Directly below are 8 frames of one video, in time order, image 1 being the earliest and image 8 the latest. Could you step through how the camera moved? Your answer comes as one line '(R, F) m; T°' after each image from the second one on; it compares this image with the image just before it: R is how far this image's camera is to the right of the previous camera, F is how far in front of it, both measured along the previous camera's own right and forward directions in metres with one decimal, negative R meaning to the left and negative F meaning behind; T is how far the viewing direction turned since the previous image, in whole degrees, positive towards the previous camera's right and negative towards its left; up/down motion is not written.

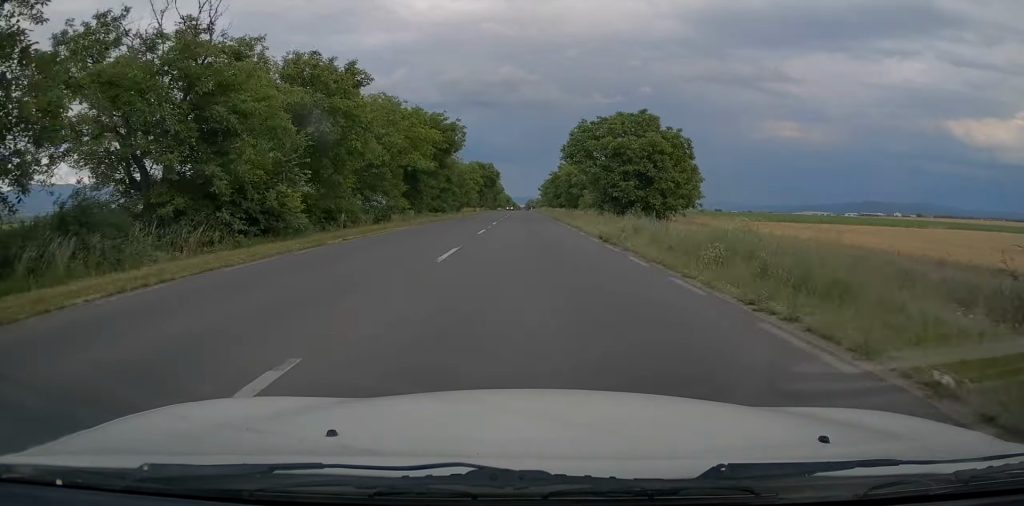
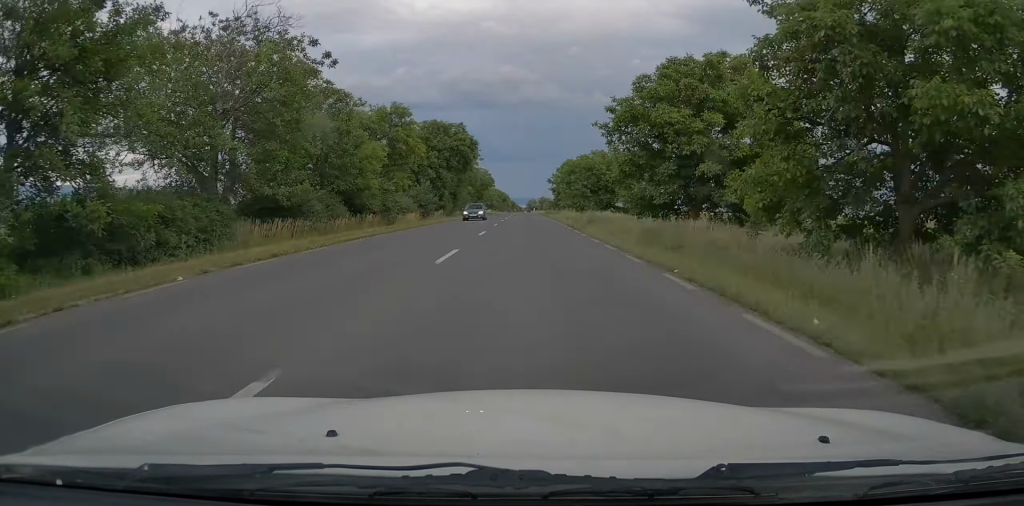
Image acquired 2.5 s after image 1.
(+0.1, +67.6) m; +1°
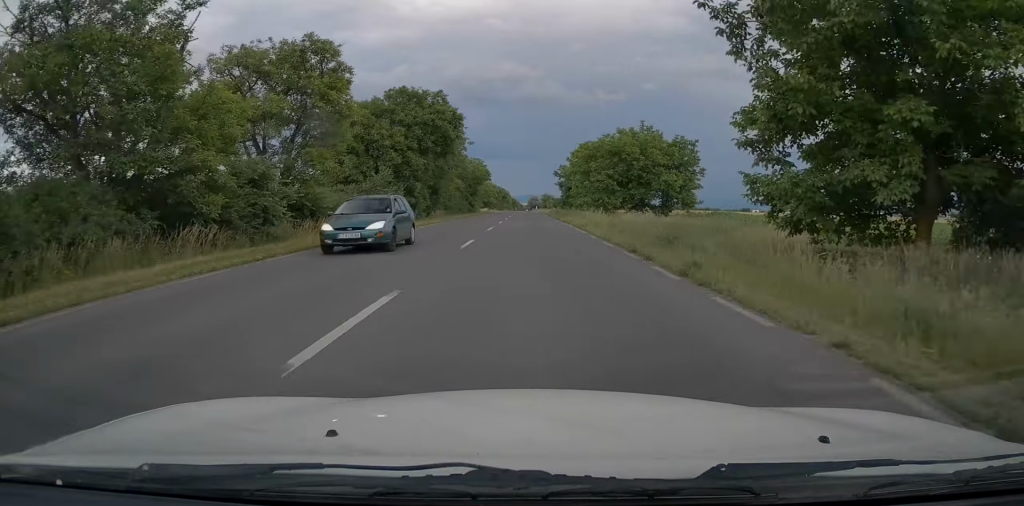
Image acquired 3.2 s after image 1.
(+0.1, +18.7) m; 0°
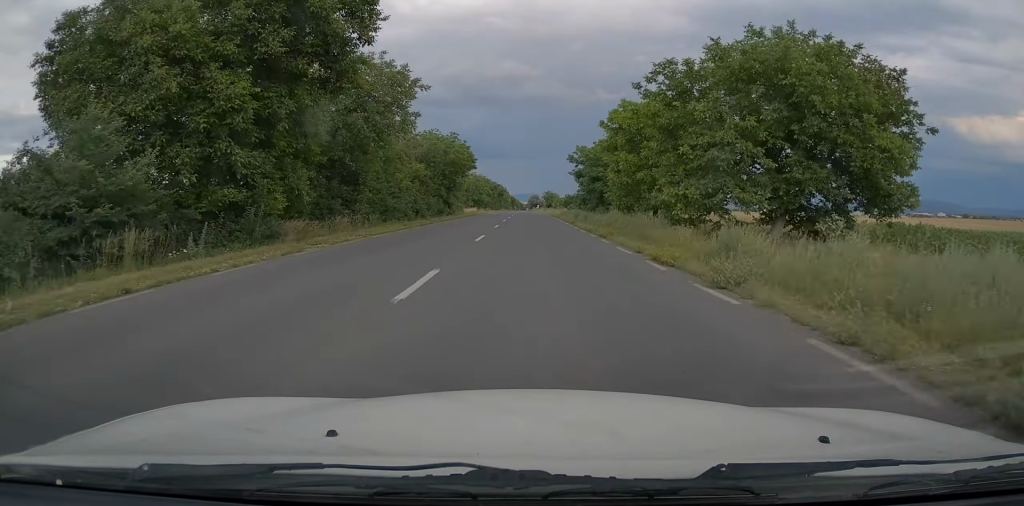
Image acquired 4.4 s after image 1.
(-0.3, +30.5) m; 0°
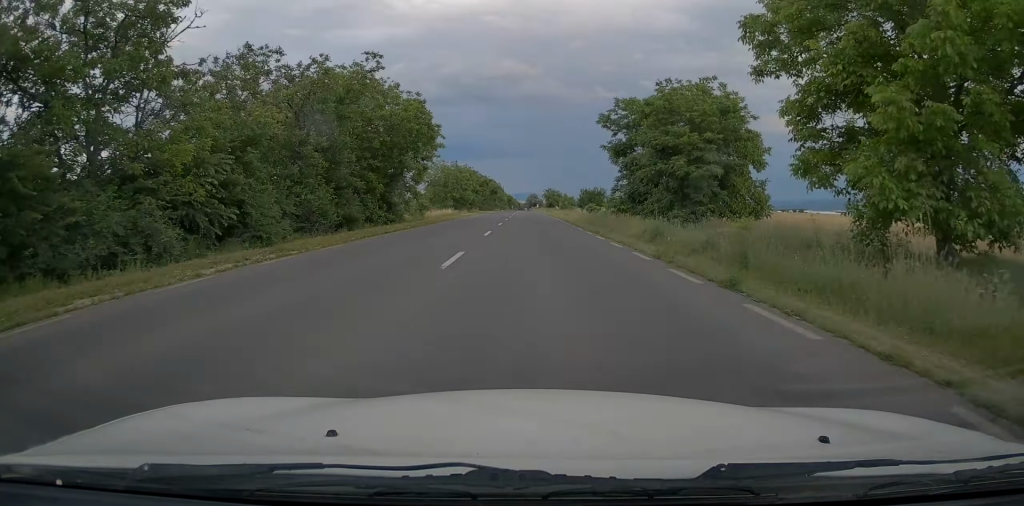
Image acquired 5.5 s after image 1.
(+0.1, +29.9) m; 0°
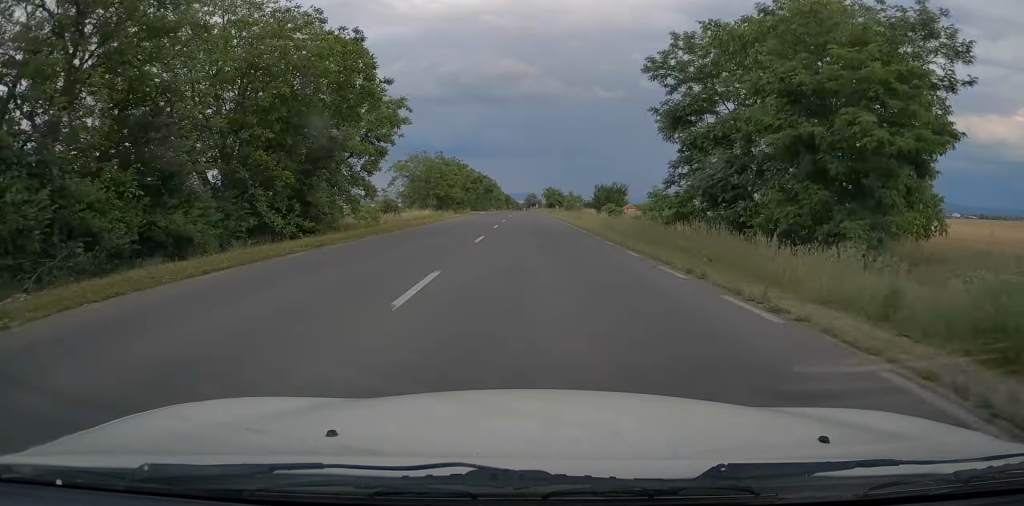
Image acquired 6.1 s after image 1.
(+0.1, +15.1) m; 0°
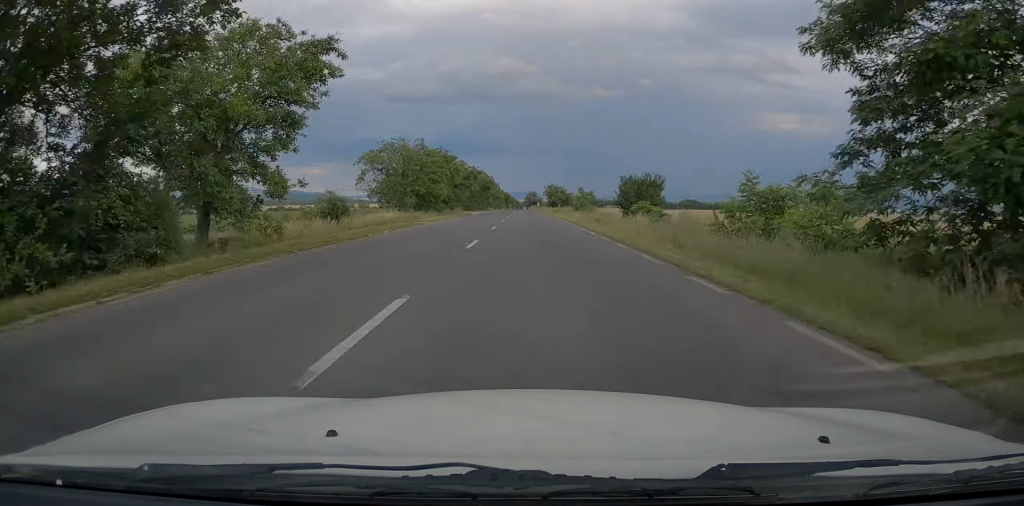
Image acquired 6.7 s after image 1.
(-0.1, +13.9) m; 0°
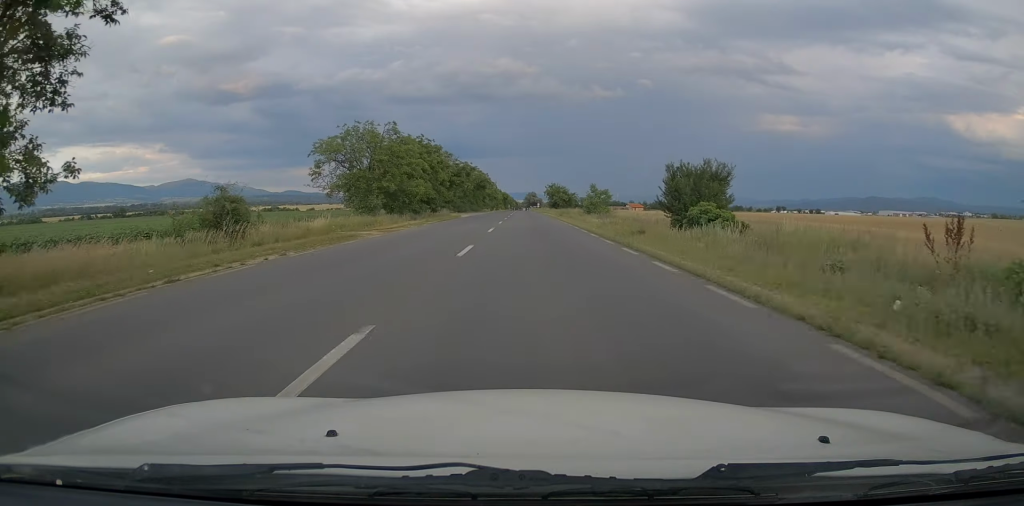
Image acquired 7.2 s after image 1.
(-0.1, +13.0) m; 0°
